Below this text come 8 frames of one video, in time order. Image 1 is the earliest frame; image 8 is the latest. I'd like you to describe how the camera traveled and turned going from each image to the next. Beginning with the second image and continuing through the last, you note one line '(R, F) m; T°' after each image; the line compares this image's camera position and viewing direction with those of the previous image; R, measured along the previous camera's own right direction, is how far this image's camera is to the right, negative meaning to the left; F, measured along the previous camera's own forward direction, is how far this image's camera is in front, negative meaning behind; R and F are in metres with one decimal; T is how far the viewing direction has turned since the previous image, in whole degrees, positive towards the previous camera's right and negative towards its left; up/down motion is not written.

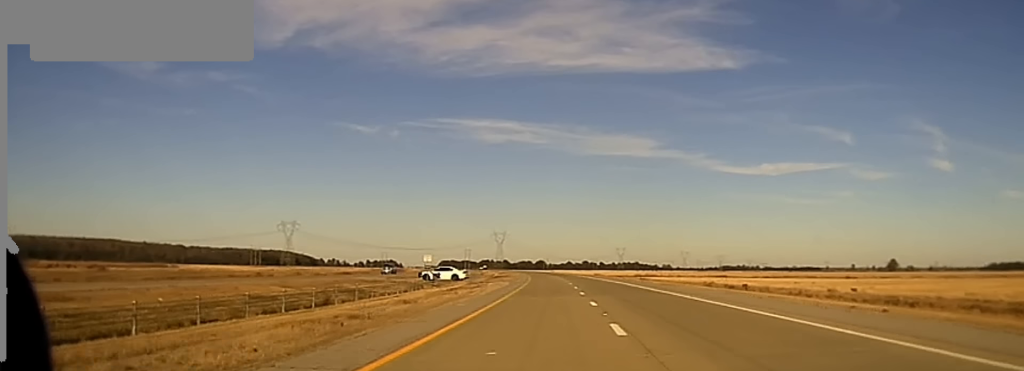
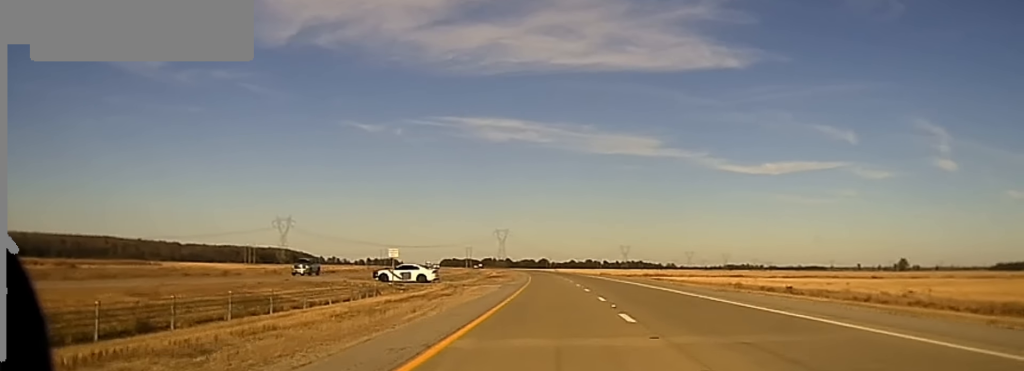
(-0.2, +20.2) m; 0°
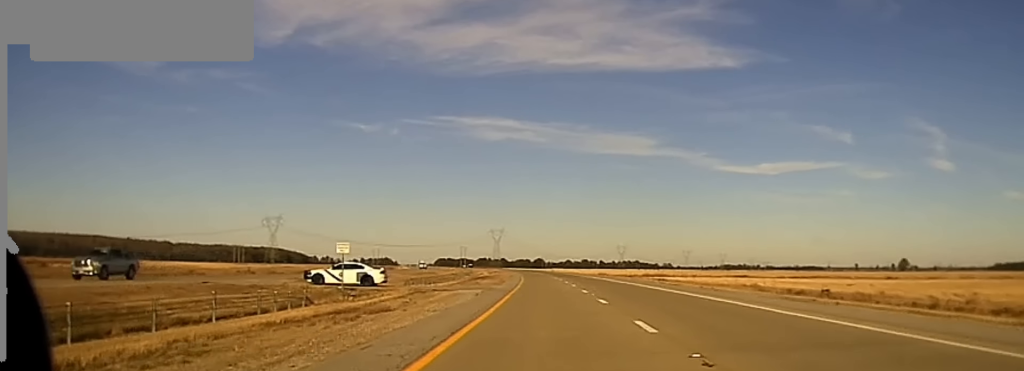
(+0.1, +16.8) m; 0°
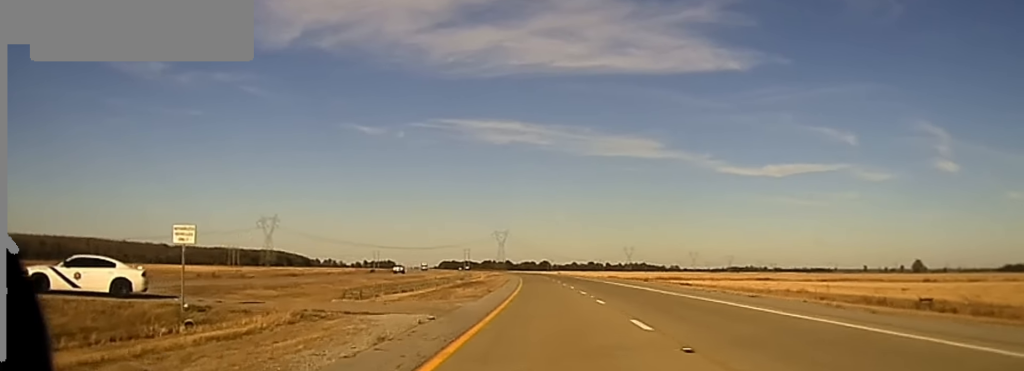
(+0.1, +27.9) m; +1°
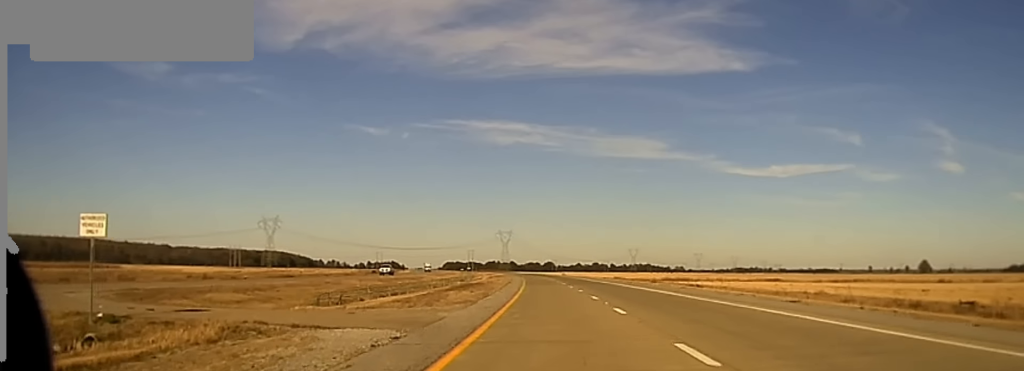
(+0.1, +7.2) m; 0°
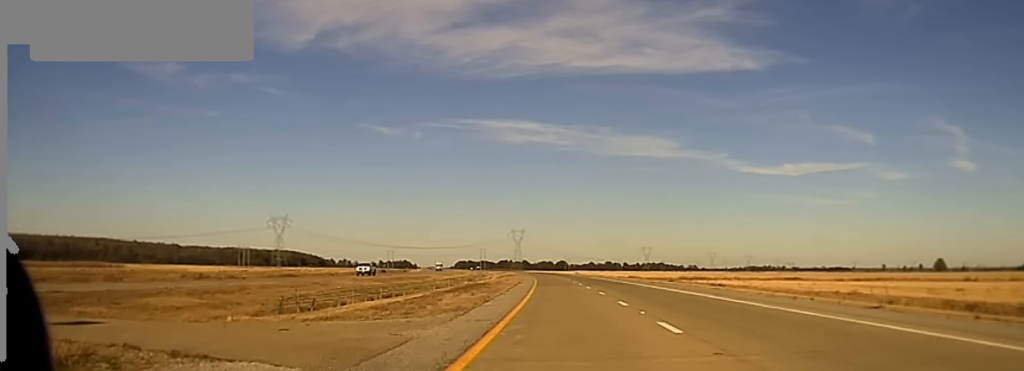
(-0.1, +8.1) m; -2°
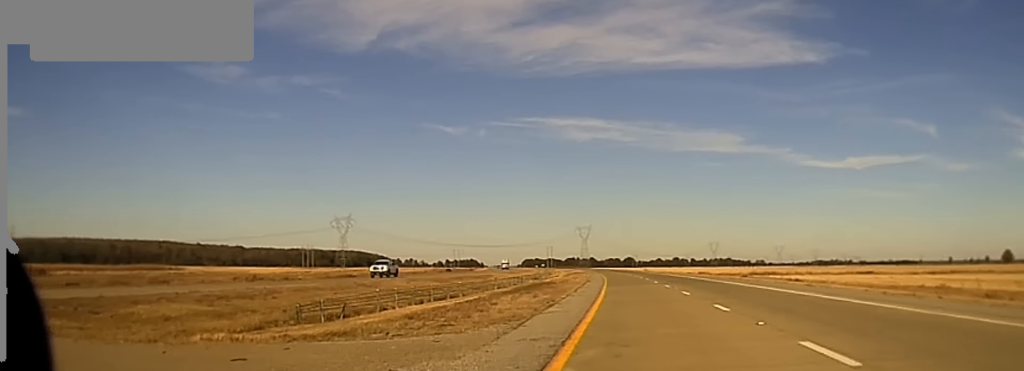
(-0.2, +5.5) m; -6°
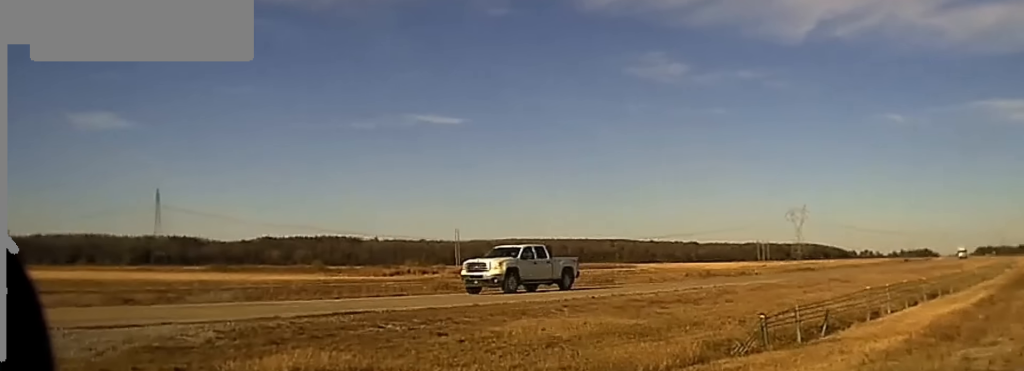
(-2.0, +10.6) m; -30°
